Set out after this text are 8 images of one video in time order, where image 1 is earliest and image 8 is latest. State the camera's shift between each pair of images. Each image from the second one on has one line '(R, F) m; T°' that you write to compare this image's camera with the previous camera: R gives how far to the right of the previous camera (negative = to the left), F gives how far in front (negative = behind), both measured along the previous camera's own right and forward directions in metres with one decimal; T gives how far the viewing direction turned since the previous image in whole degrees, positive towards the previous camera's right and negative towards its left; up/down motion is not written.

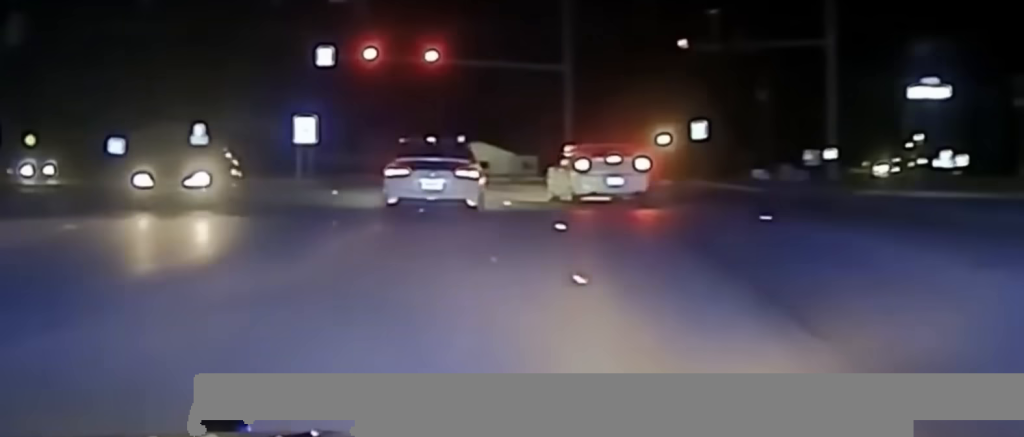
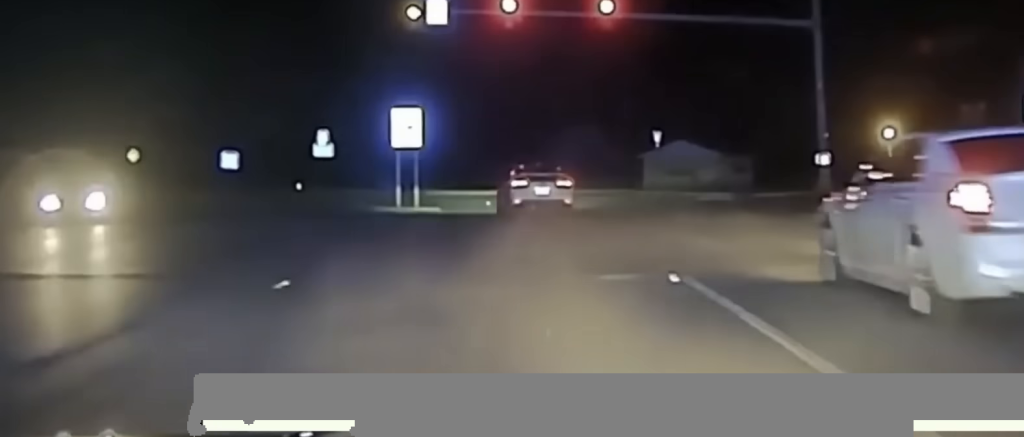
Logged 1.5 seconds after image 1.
(-2.5, +30.6) m; -7°
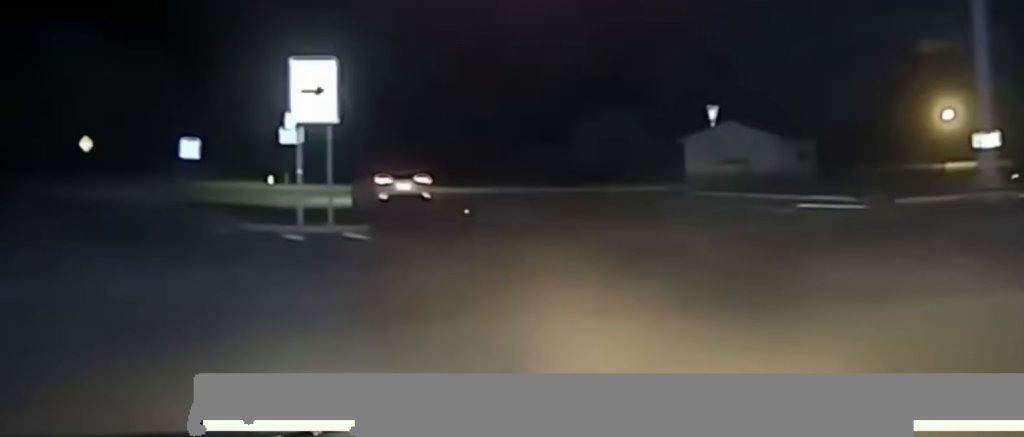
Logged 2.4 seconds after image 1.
(-0.5, +20.5) m; -5°
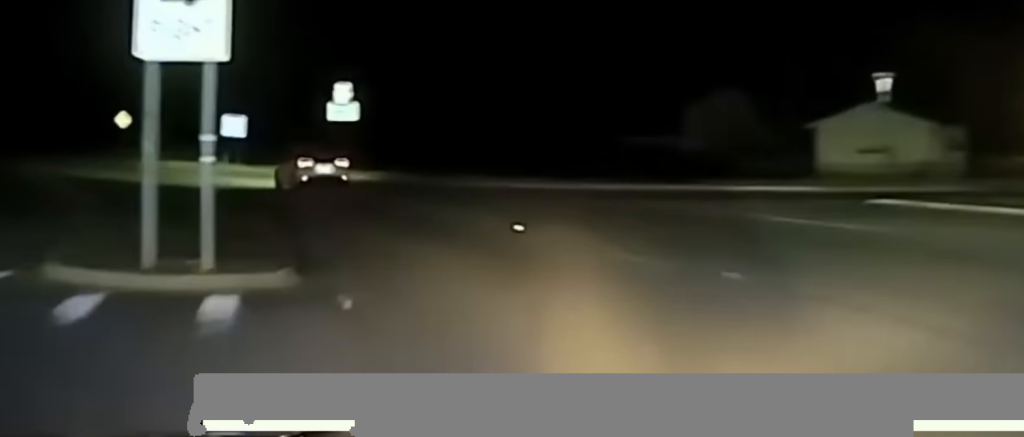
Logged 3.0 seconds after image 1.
(+0.2, +14.9) m; -5°
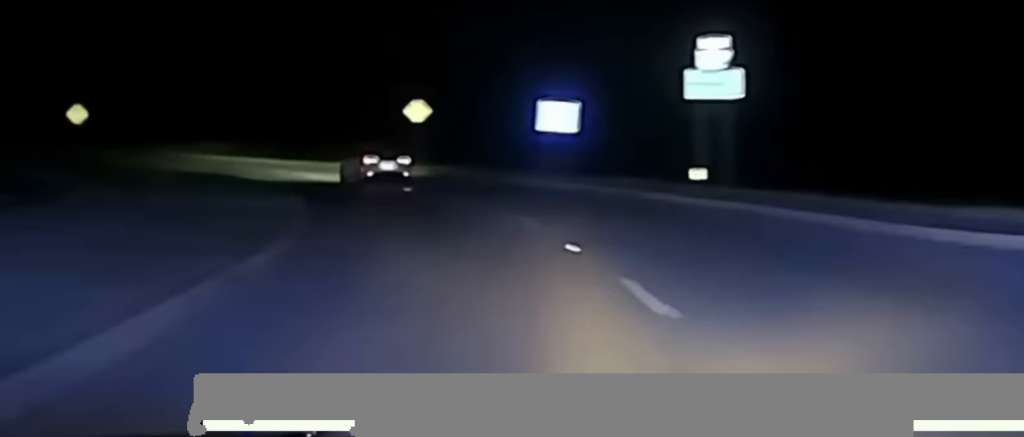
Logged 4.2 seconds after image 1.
(-4.5, +31.5) m; -16°
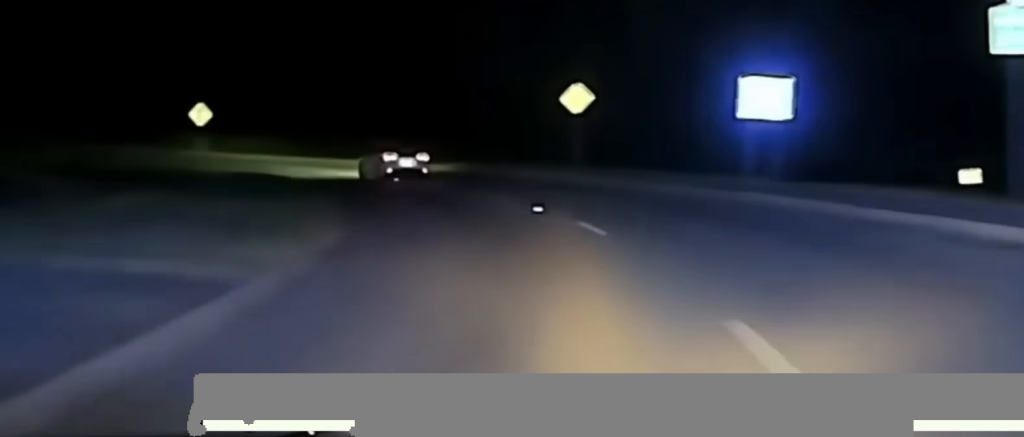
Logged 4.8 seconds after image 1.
(-1.5, +16.7) m; -8°
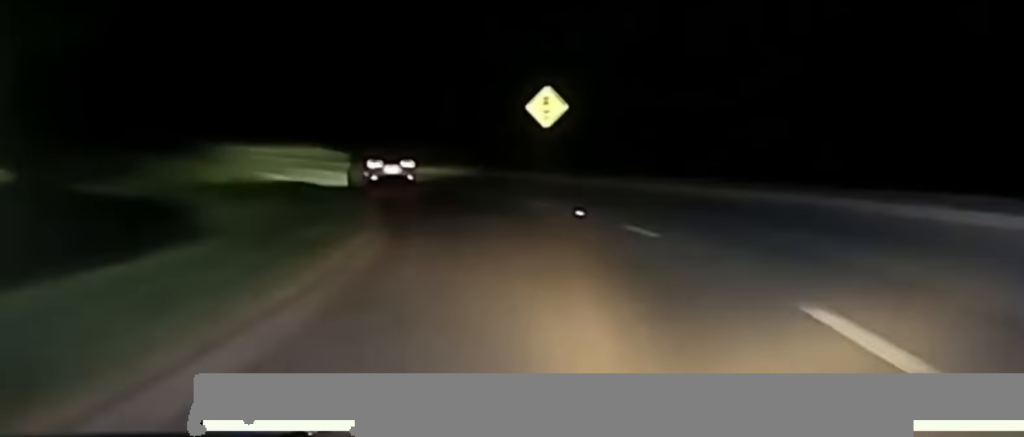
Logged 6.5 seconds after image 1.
(-8.7, +50.8) m; -19°
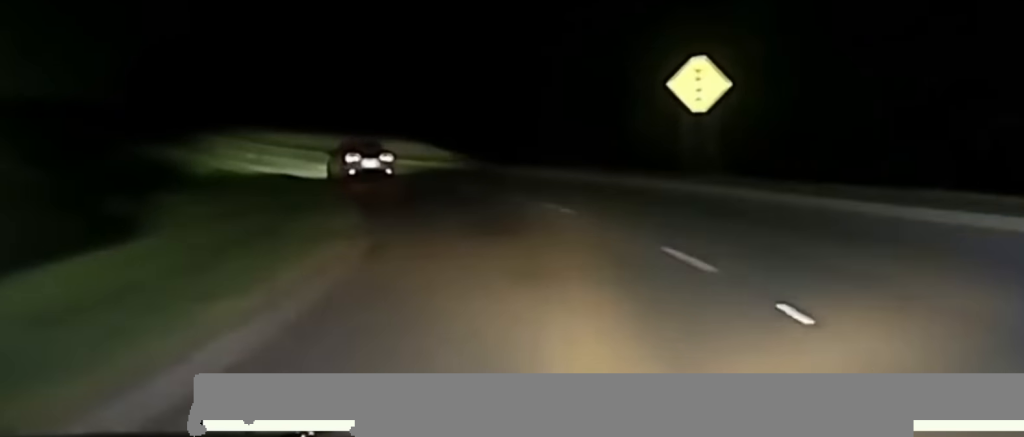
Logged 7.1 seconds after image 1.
(0.0, +19.2) m; -7°
